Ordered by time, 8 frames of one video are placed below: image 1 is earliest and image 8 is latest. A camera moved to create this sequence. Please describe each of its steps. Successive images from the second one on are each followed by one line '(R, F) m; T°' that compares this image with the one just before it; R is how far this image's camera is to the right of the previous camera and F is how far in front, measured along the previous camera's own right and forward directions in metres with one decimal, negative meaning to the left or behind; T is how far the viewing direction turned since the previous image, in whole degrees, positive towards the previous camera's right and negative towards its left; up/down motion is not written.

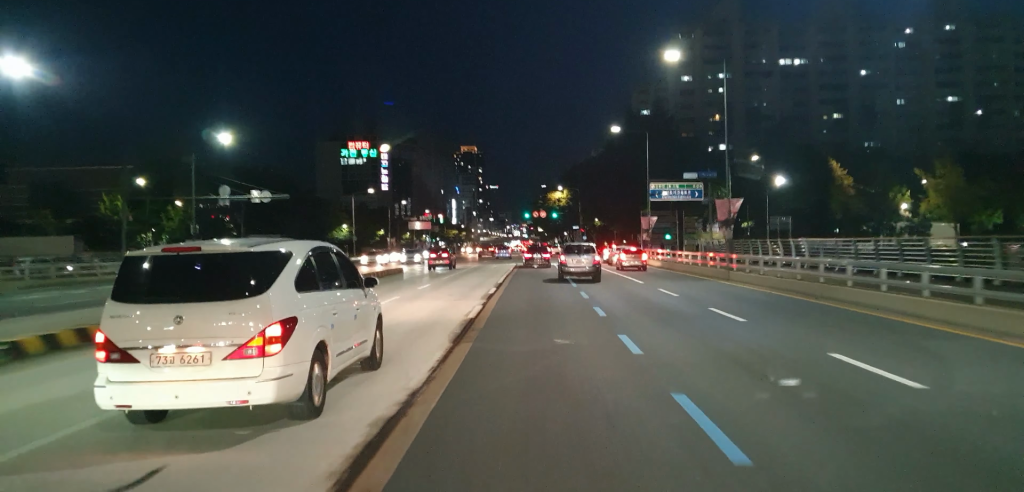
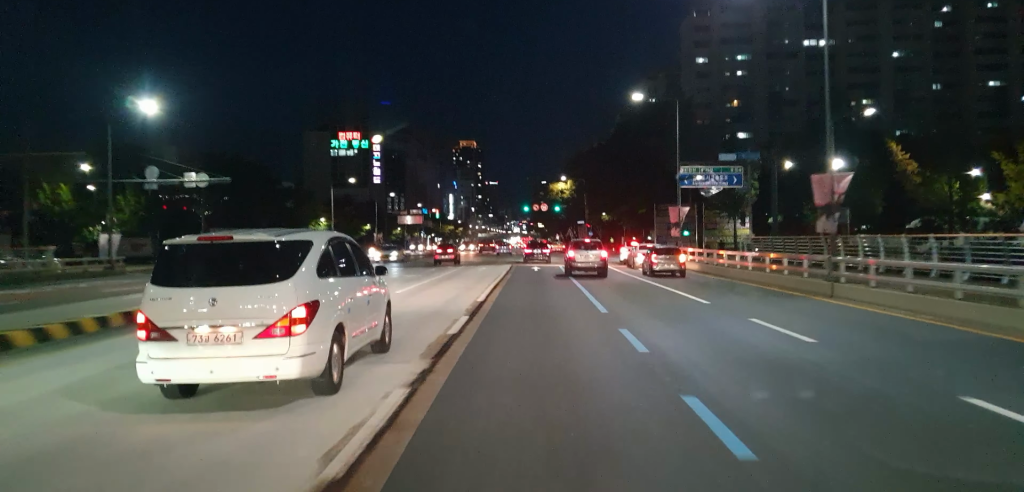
(+0.2, +12.5) m; +1°
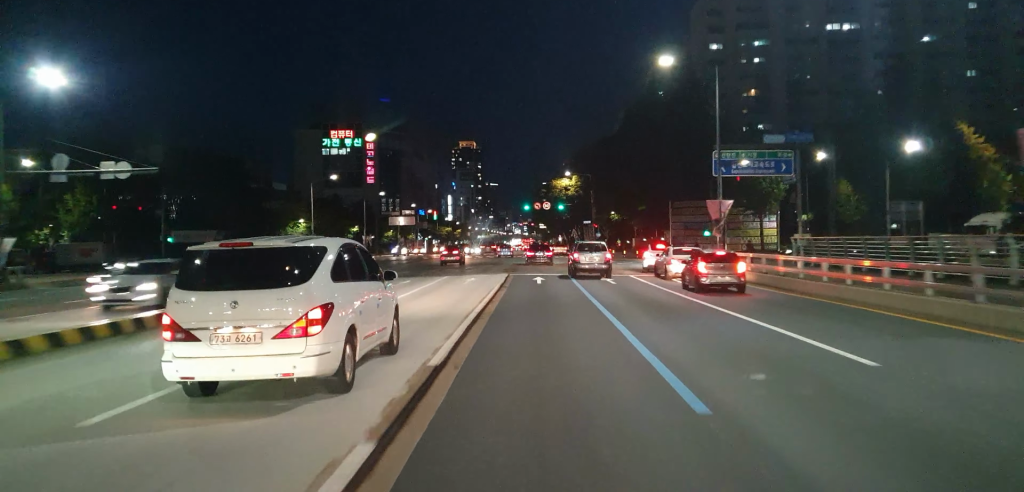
(+0.1, +10.2) m; -1°
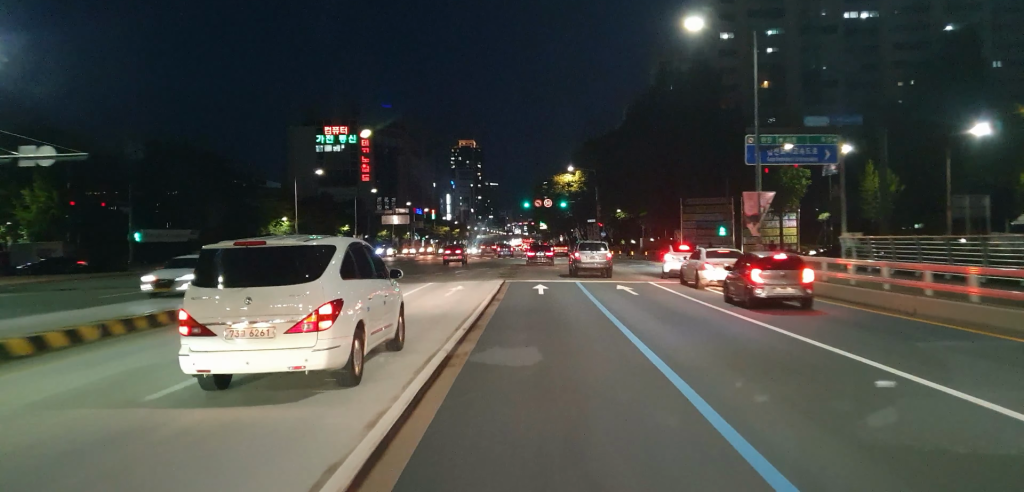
(-0.2, +6.5) m; -1°
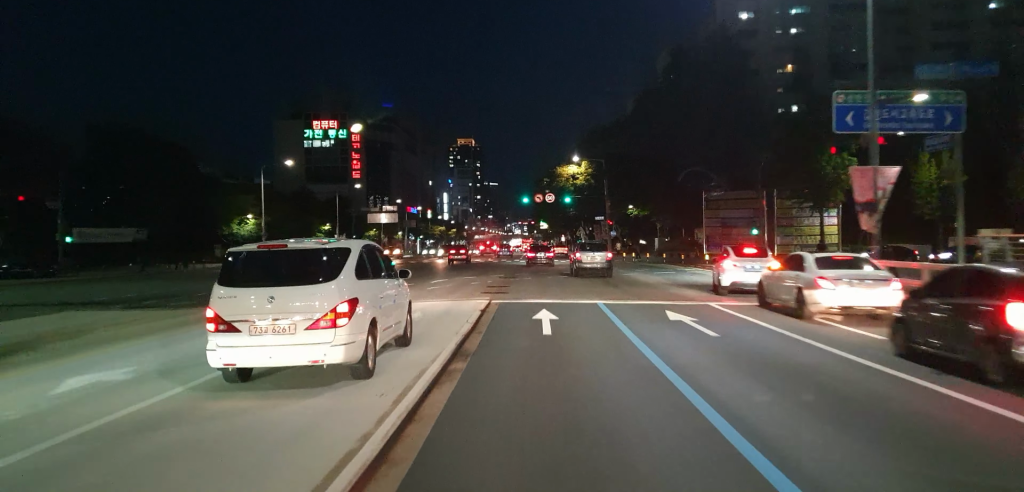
(-0.1, +10.9) m; 0°
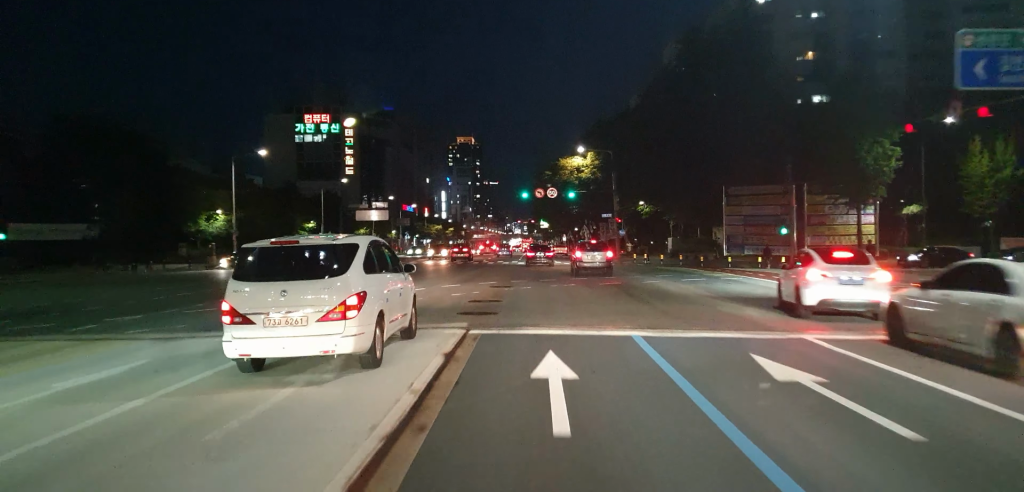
(0.0, +7.6) m; 0°
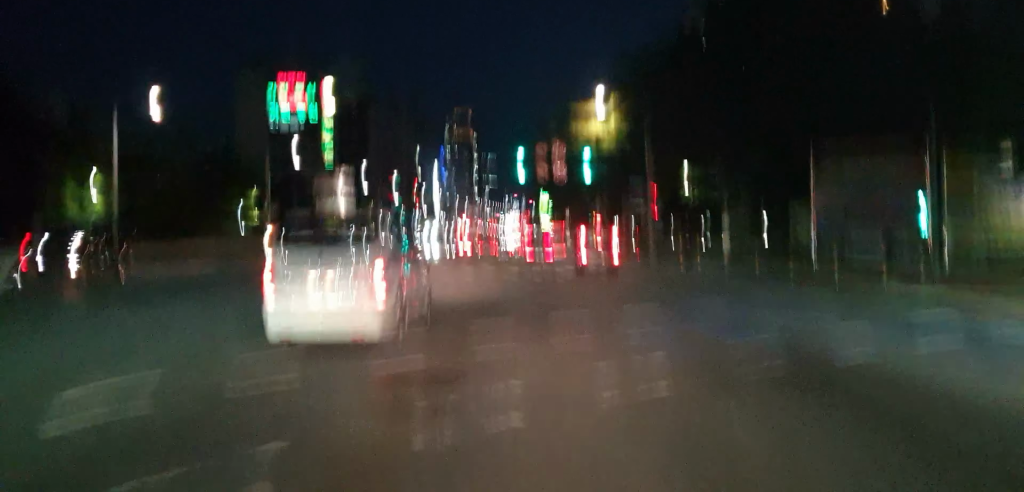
(0.0, +20.5) m; 0°
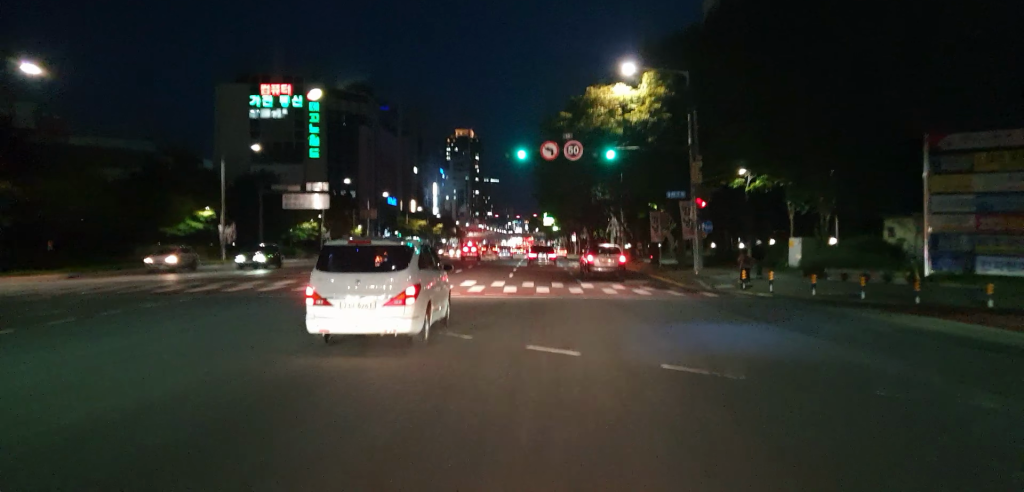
(+0.1, +12.7) m; +2°
